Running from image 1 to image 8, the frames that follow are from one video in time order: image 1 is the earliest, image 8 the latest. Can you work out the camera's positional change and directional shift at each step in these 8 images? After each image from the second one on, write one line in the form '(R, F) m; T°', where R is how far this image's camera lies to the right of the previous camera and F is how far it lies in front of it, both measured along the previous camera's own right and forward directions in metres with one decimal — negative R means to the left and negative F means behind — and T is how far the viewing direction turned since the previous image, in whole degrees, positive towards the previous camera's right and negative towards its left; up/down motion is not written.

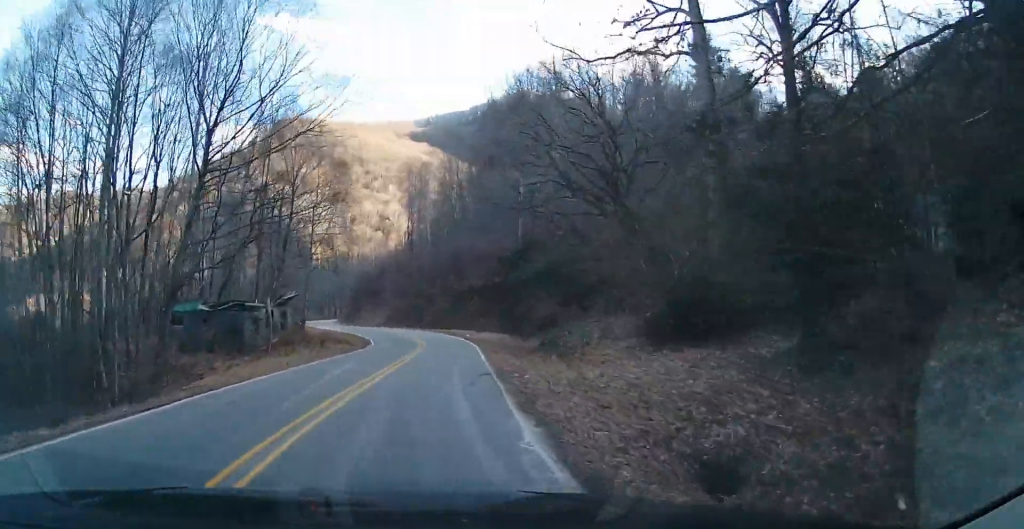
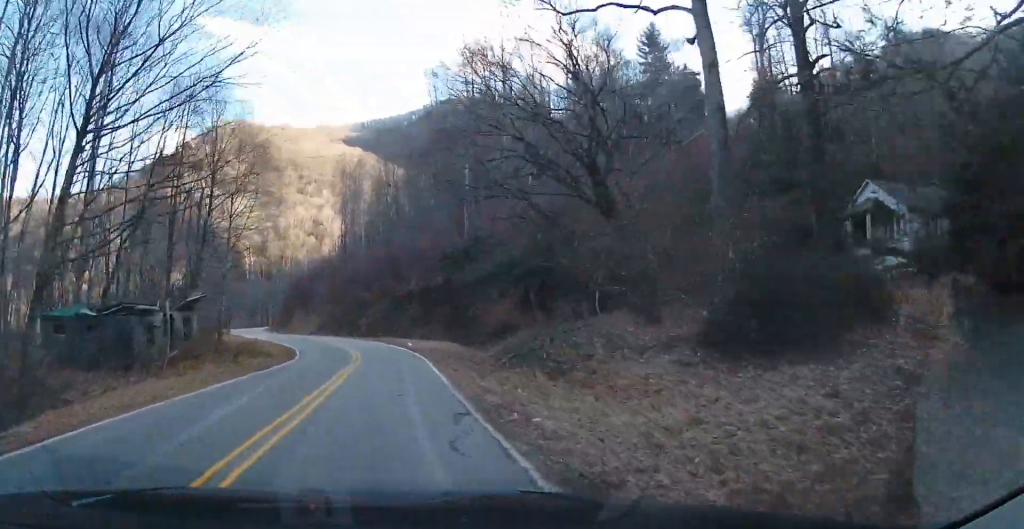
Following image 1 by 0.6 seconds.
(+0.7, +6.4) m; +5°
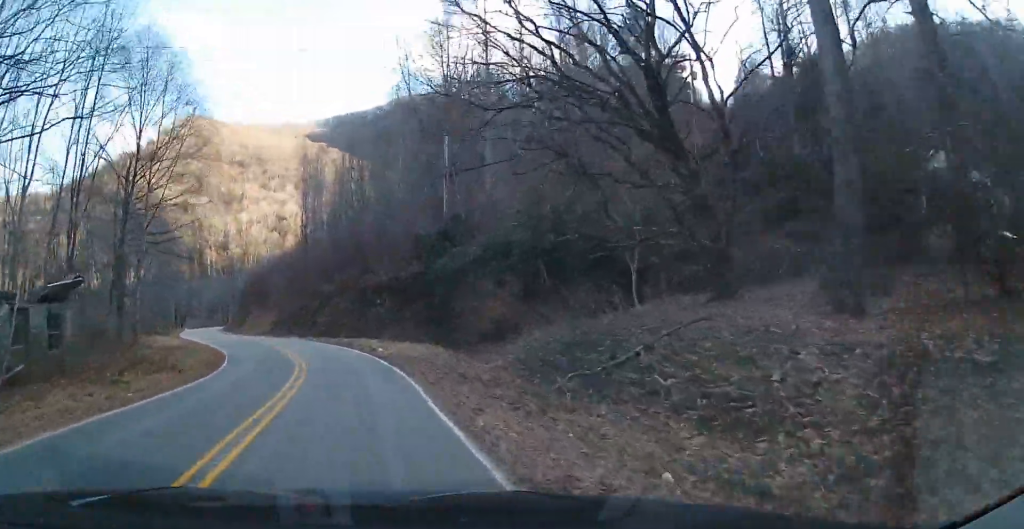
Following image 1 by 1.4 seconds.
(+0.3, +9.4) m; 0°
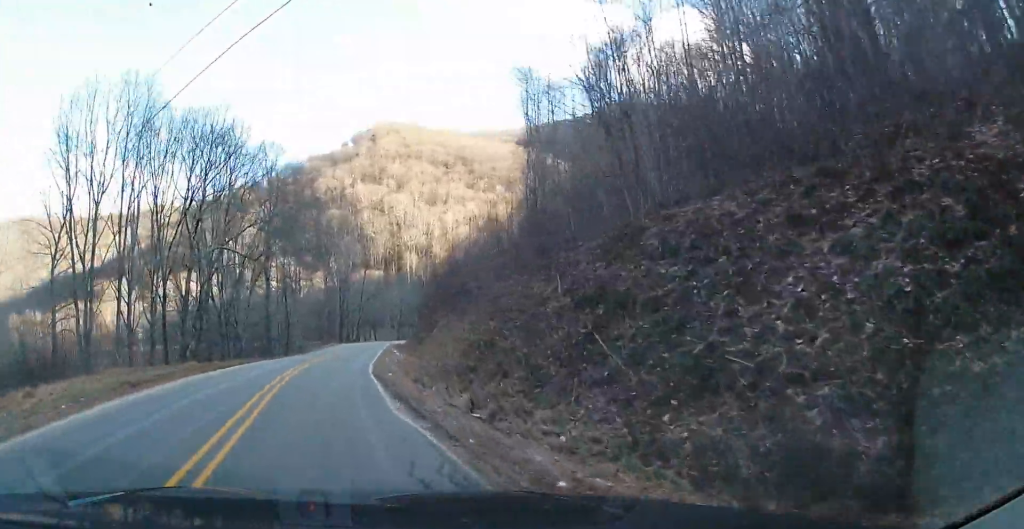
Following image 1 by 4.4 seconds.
(-8.7, +37.7) m; -25°
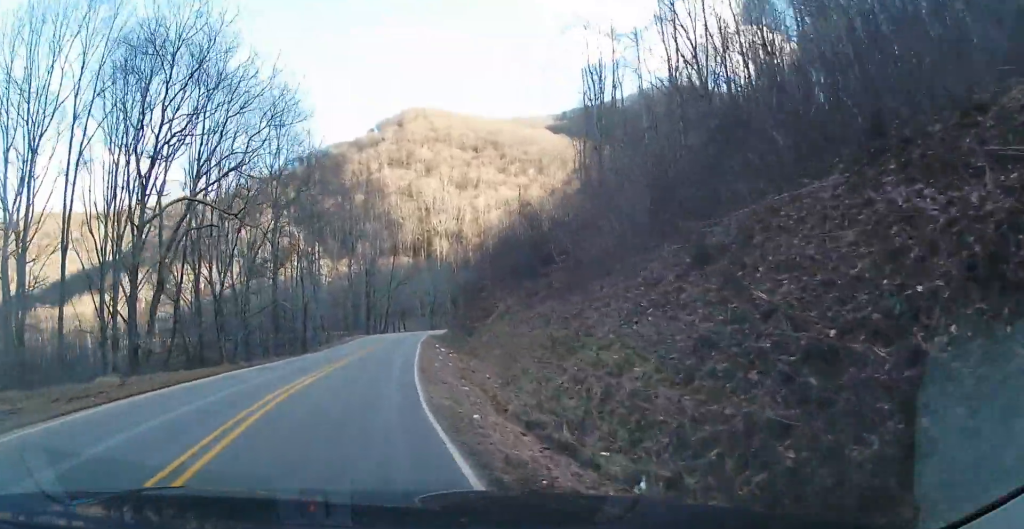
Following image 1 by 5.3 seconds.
(-0.5, +12.2) m; -2°
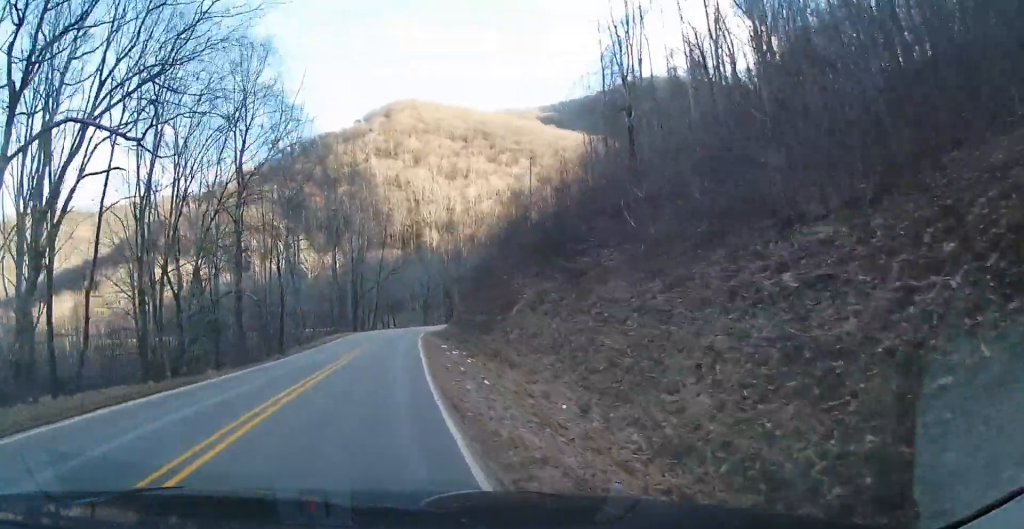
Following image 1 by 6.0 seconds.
(-0.1, +9.6) m; +1°
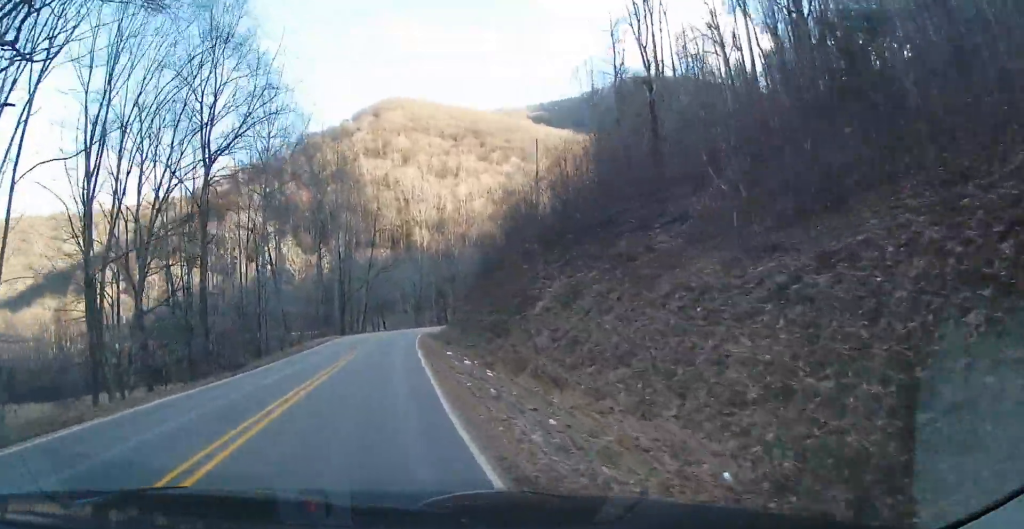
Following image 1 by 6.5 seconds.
(0.0, +6.0) m; +2°
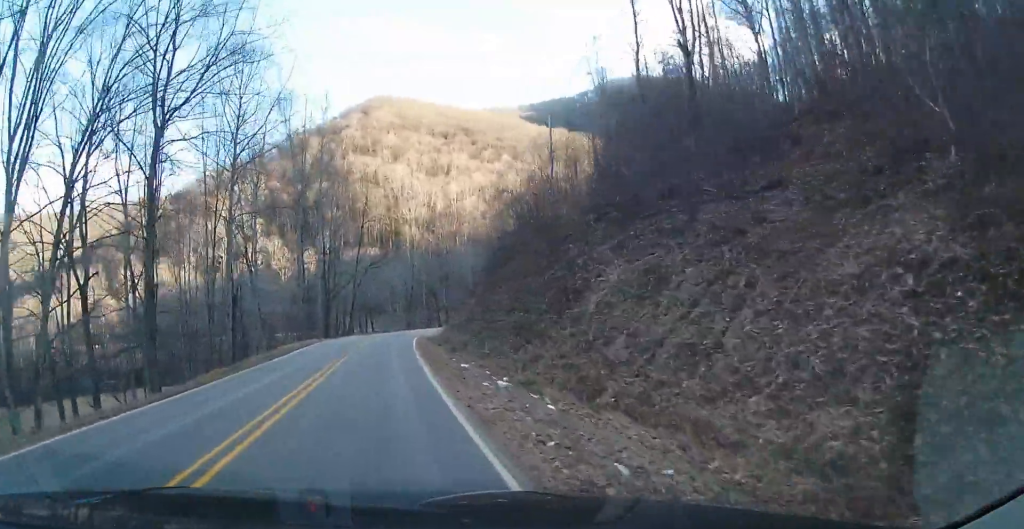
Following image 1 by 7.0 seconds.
(+0.1, +7.0) m; +2°
